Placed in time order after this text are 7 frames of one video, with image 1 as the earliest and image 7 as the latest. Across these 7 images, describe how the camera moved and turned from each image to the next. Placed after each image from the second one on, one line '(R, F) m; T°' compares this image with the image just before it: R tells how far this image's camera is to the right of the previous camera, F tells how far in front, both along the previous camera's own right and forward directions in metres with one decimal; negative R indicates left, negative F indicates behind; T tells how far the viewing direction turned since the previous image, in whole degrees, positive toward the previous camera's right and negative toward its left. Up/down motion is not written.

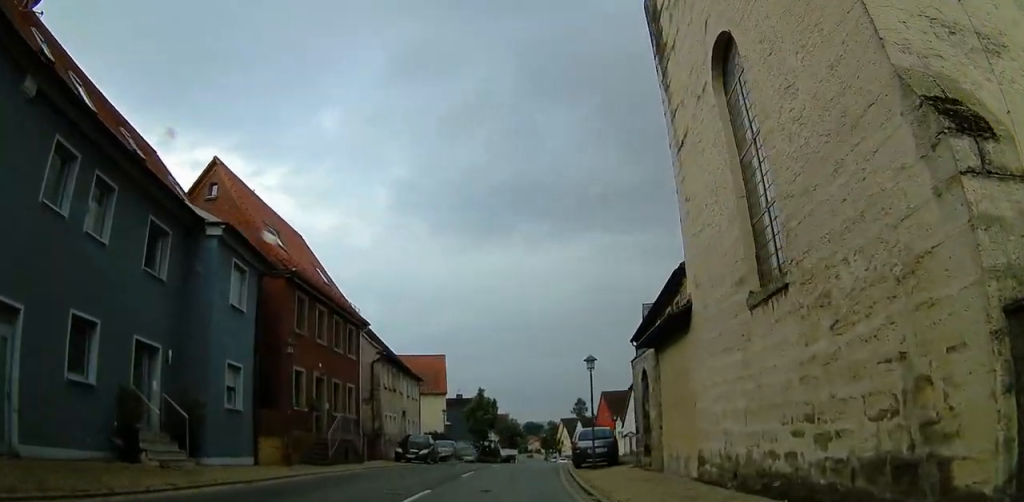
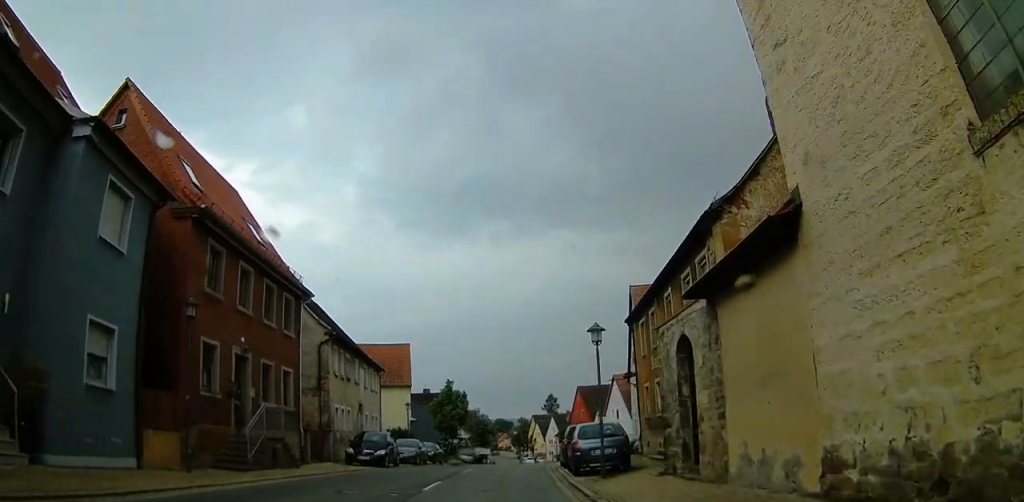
(+0.2, +6.1) m; +5°
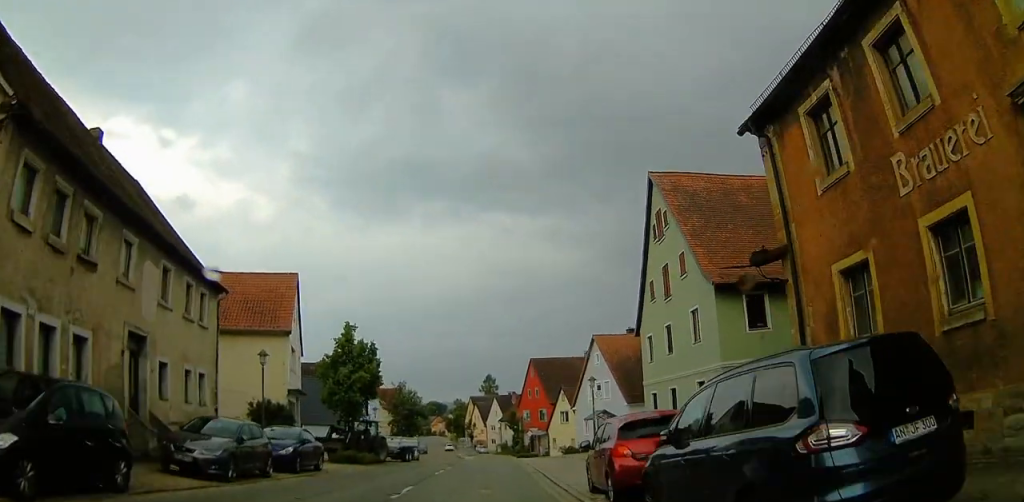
(+2.1, +20.3) m; +7°
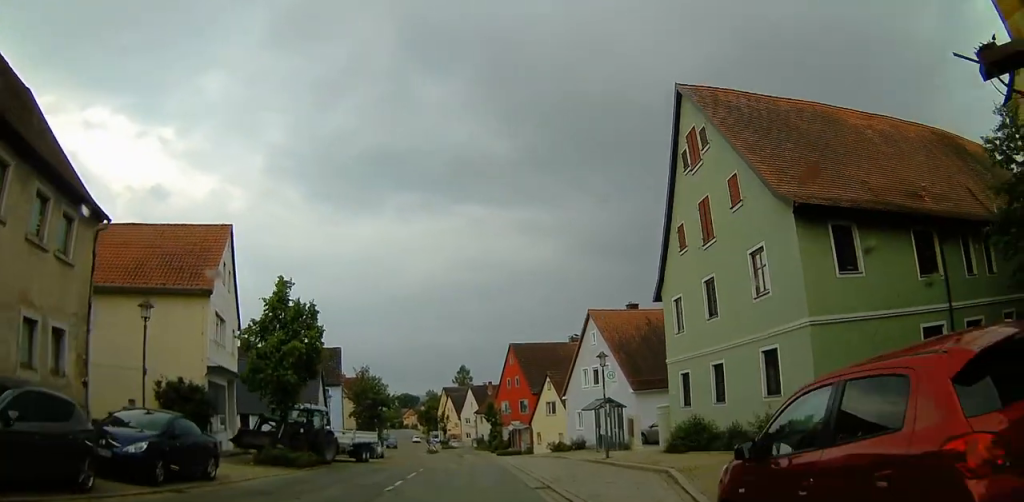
(0.0, +8.1) m; 0°
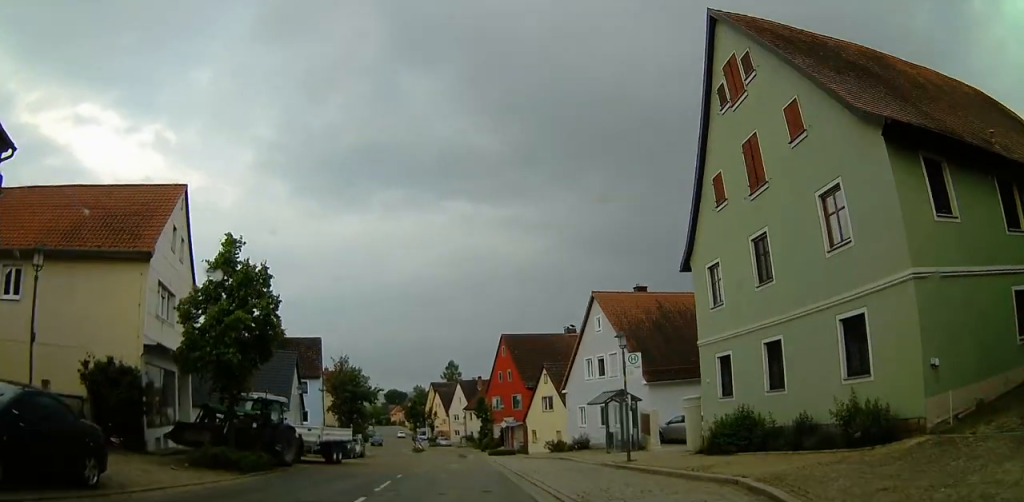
(0.0, +5.0) m; 0°
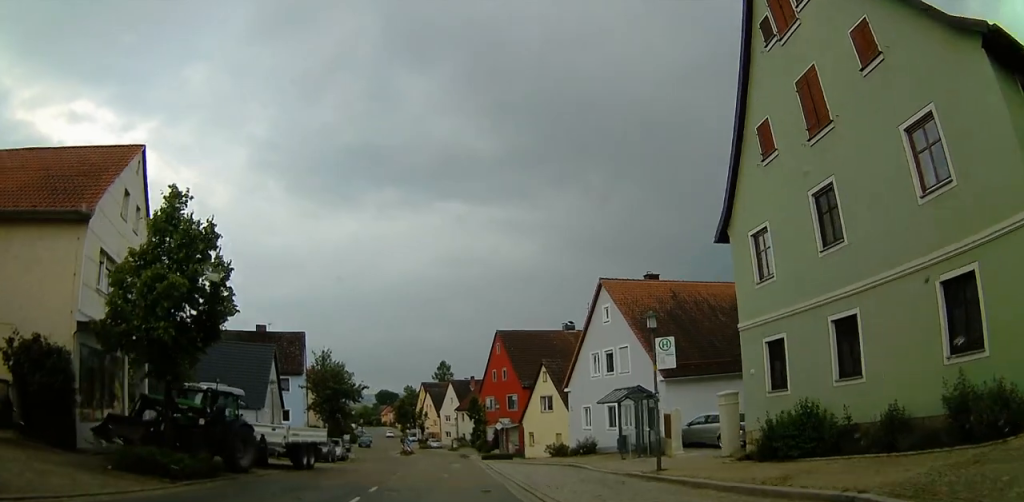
(0.0, +3.9) m; 0°
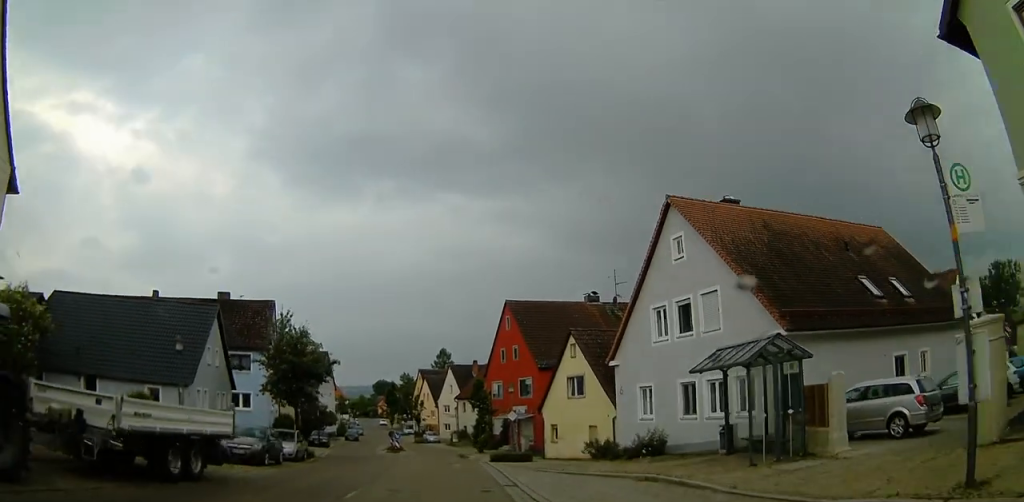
(+0.3, +10.5) m; +5°
